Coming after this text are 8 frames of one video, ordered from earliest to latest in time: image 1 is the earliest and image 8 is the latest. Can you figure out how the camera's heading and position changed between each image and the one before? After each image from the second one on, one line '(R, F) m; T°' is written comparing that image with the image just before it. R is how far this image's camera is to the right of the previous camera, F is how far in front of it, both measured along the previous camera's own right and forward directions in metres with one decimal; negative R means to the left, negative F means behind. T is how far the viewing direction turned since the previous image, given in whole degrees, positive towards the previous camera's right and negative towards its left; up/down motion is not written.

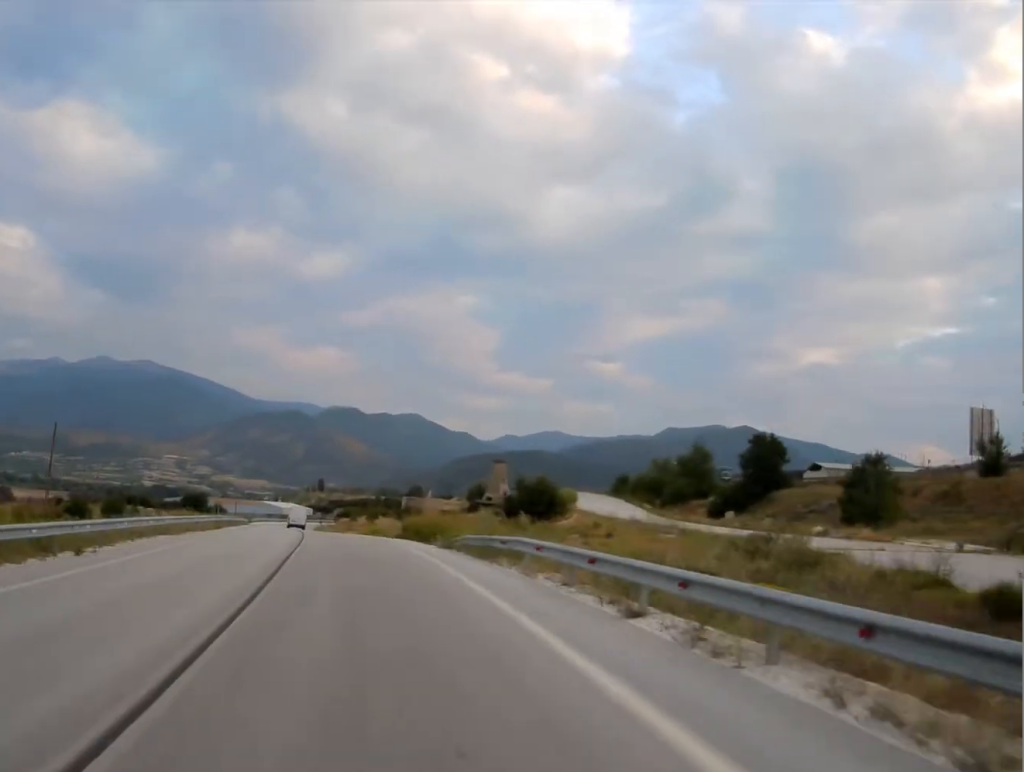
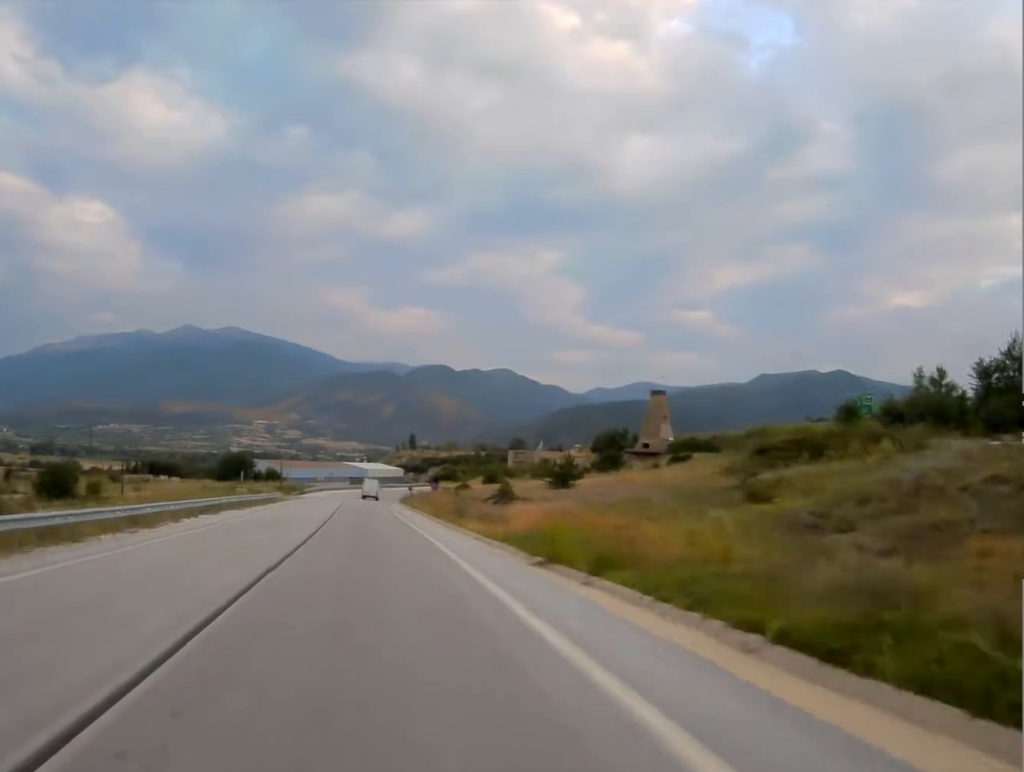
(-2.8, +56.6) m; -5°
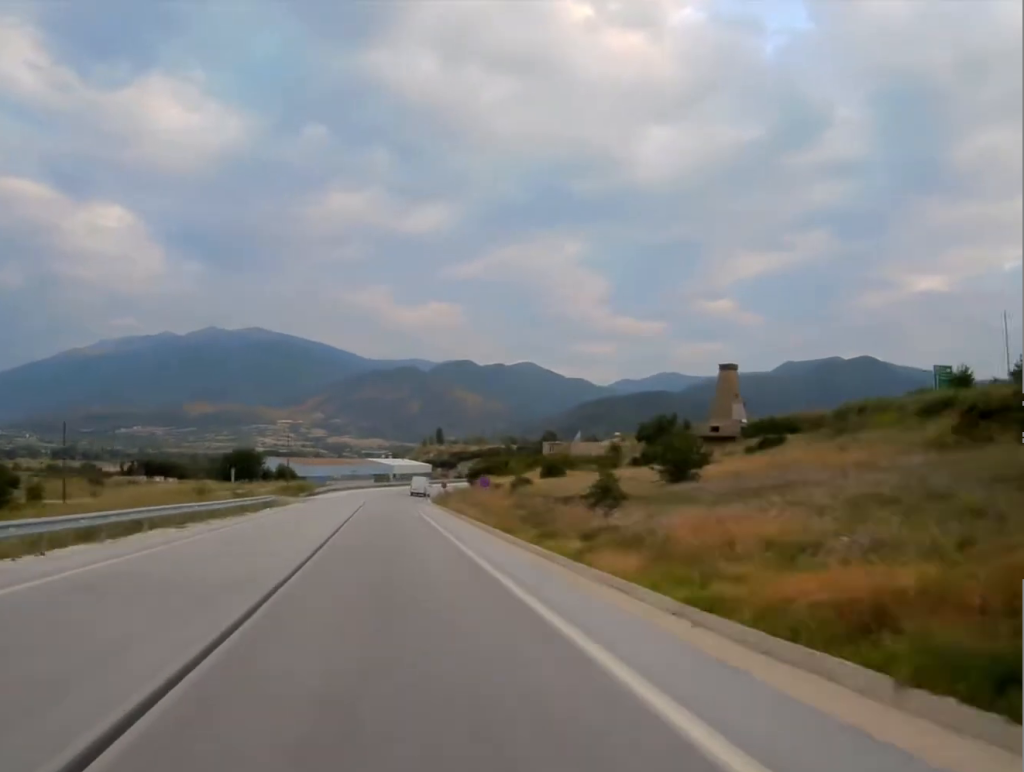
(-0.3, +19.4) m; -1°
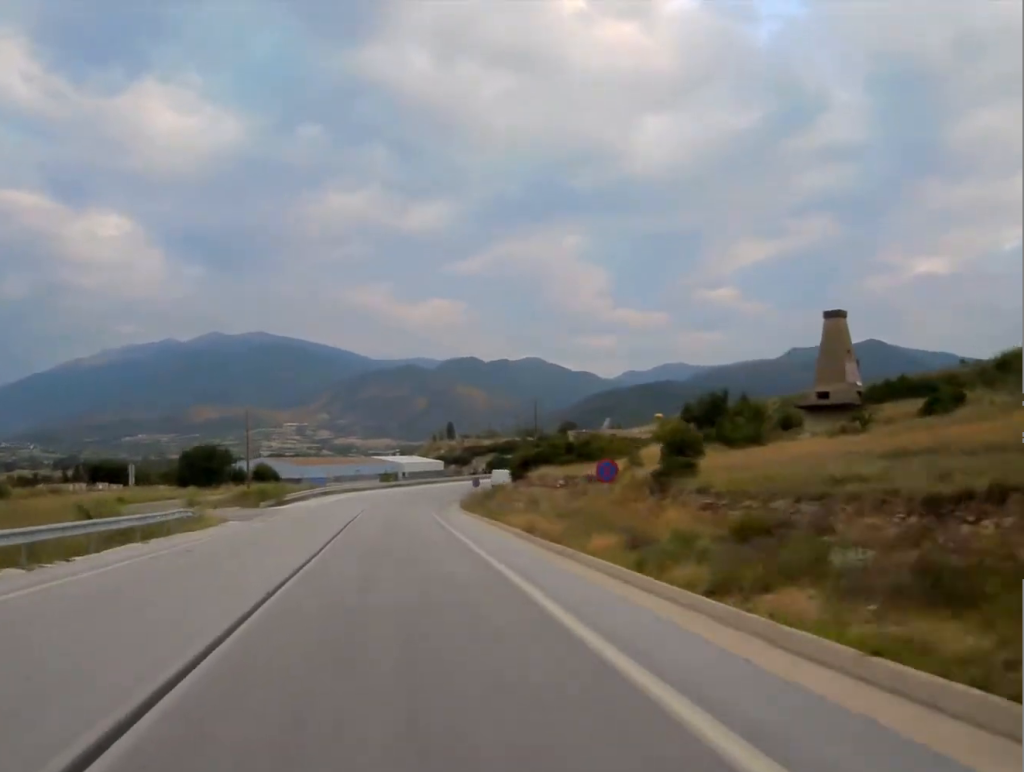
(-0.3, +30.0) m; 0°
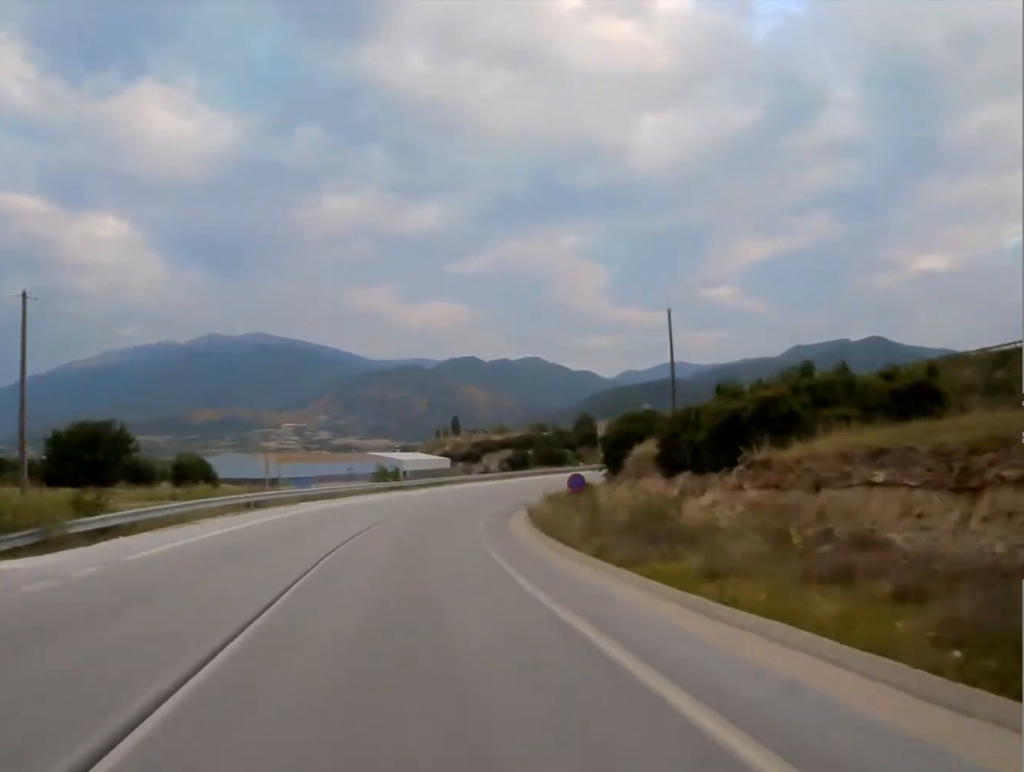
(-0.1, +38.4) m; +2°
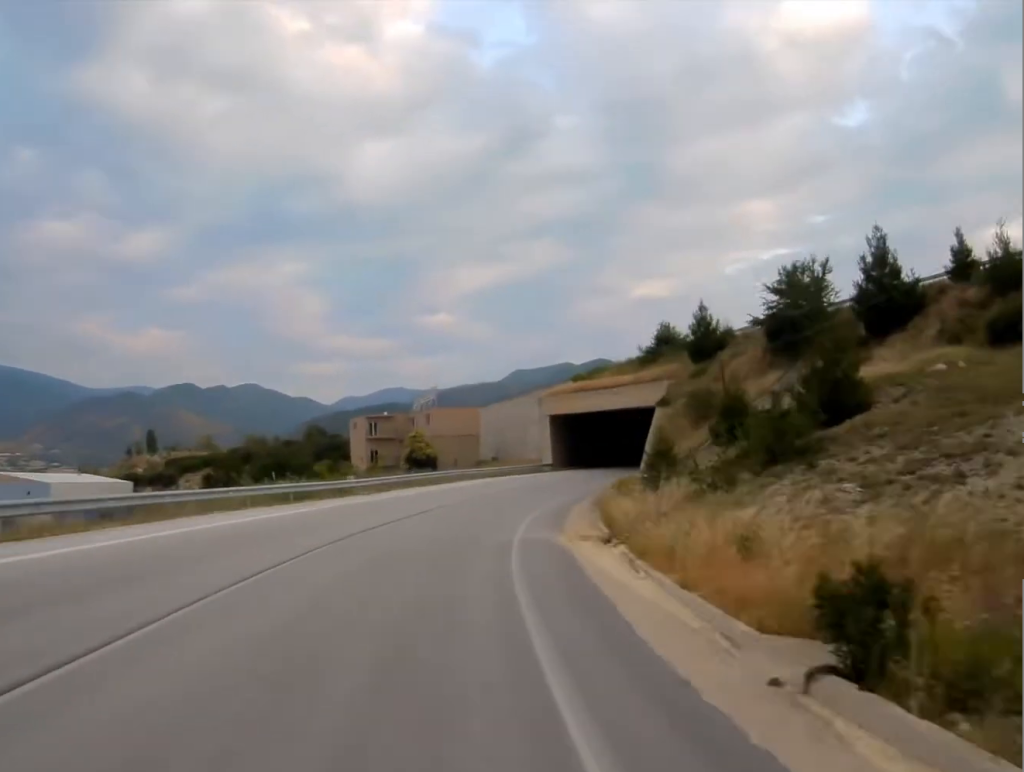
(+8.7, +75.3) m; +16°
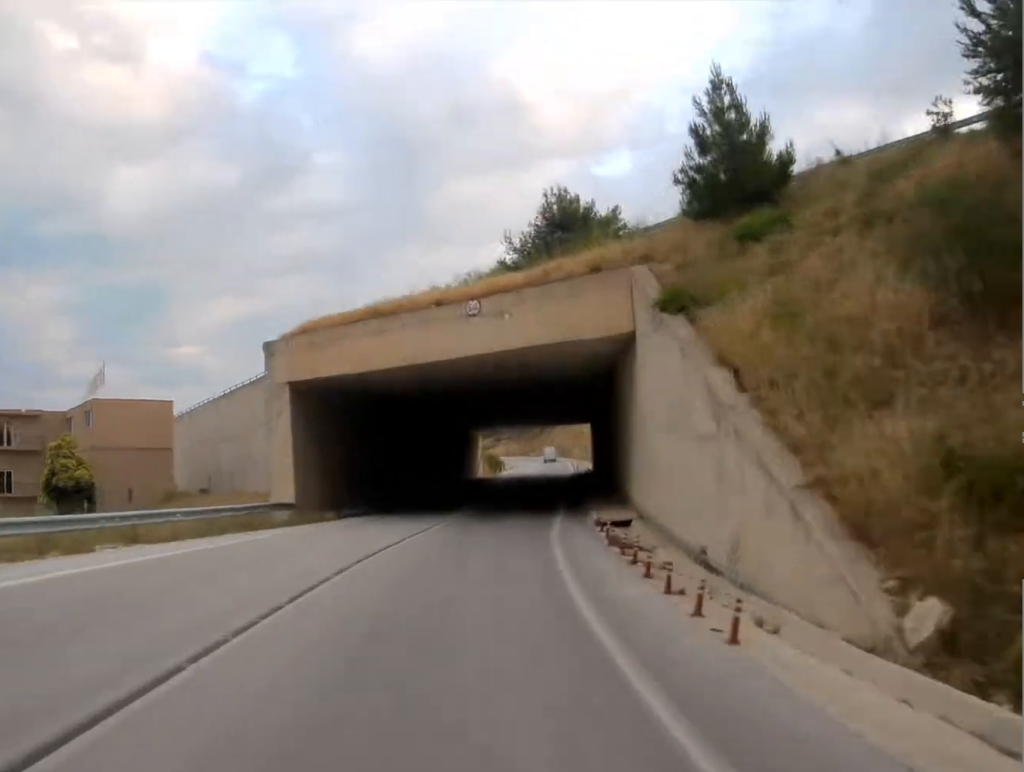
(+6.8, +51.0) m; +13°
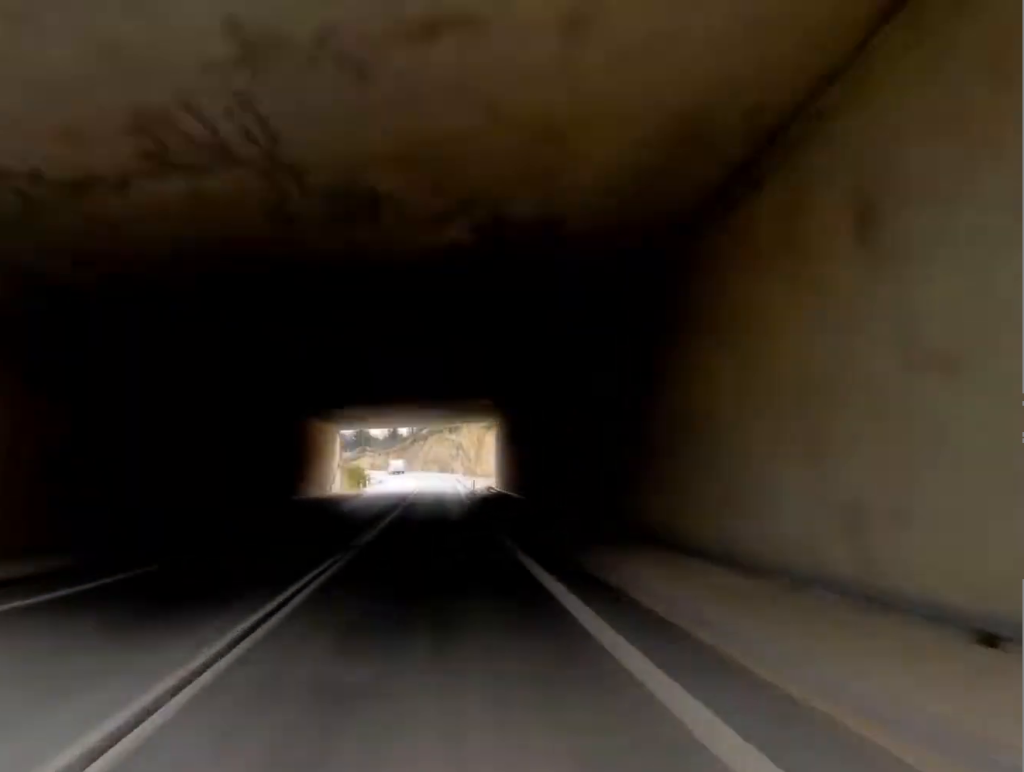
(+1.6, +29.9) m; +5°
